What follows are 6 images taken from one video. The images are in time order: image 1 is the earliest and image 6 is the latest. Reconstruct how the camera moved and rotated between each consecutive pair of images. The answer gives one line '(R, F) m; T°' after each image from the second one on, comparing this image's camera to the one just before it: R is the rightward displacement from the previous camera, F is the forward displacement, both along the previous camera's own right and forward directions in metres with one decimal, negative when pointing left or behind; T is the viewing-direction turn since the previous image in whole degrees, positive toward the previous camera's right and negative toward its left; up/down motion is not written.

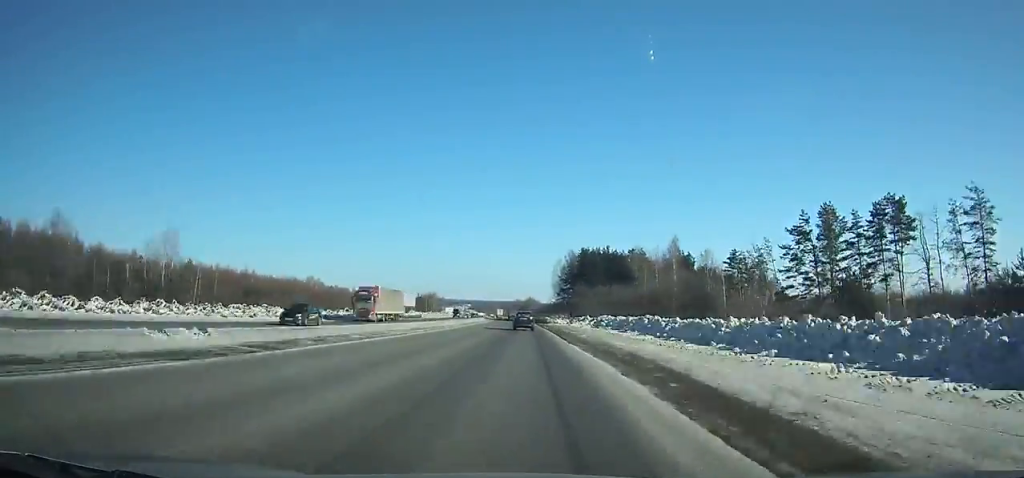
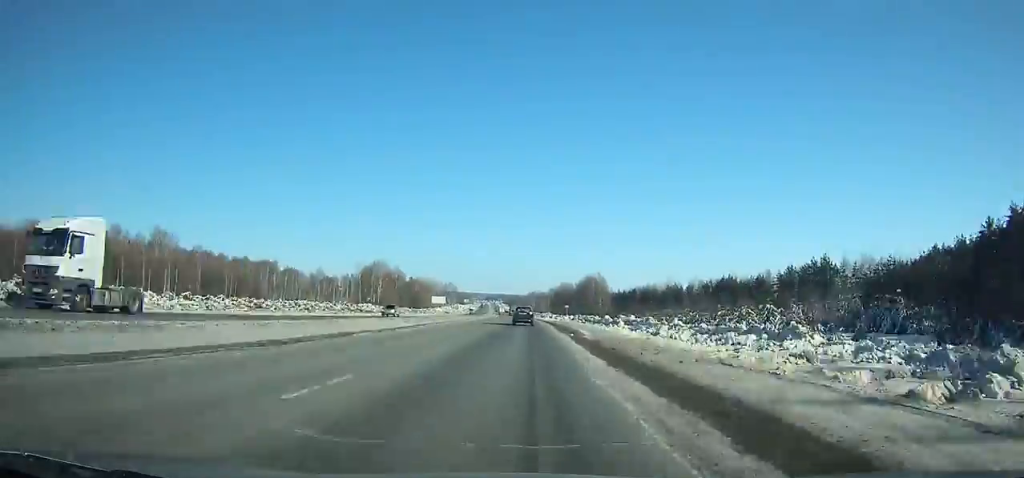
(-6.8, +216.3) m; -4°
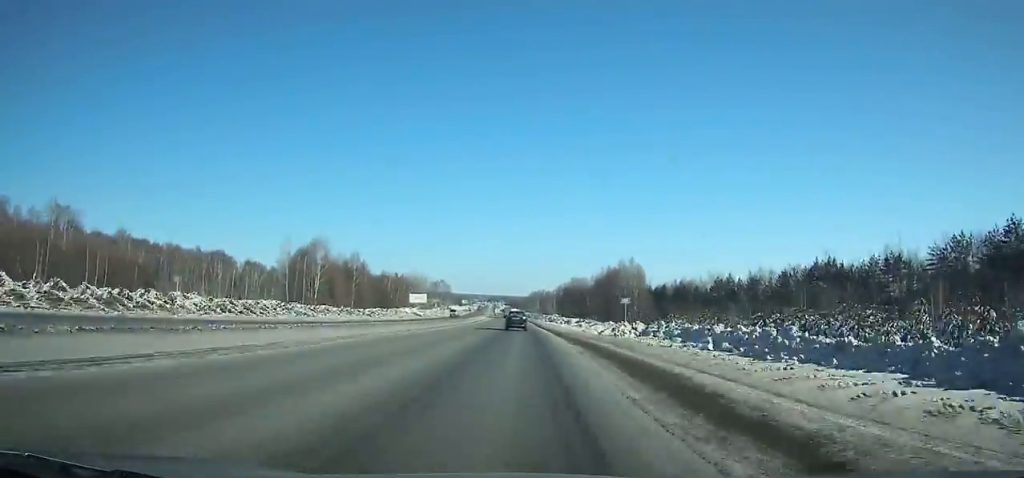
(-0.7, +55.5) m; -1°
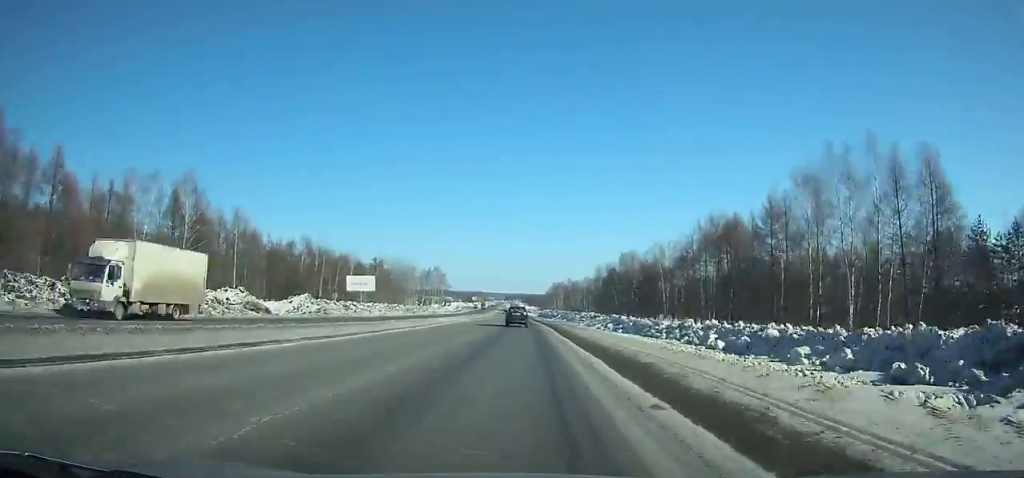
(-1.0, +89.2) m; -1°
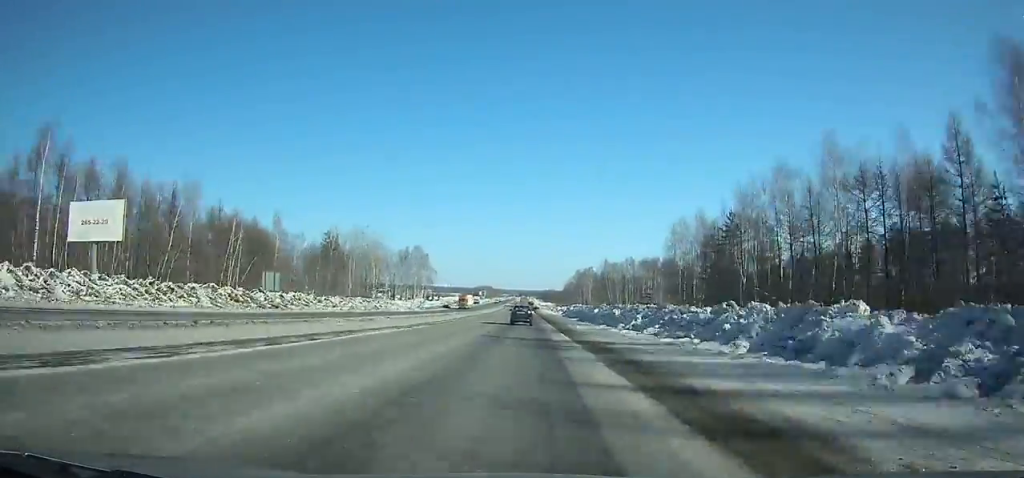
(-0.8, +81.9) m; -1°
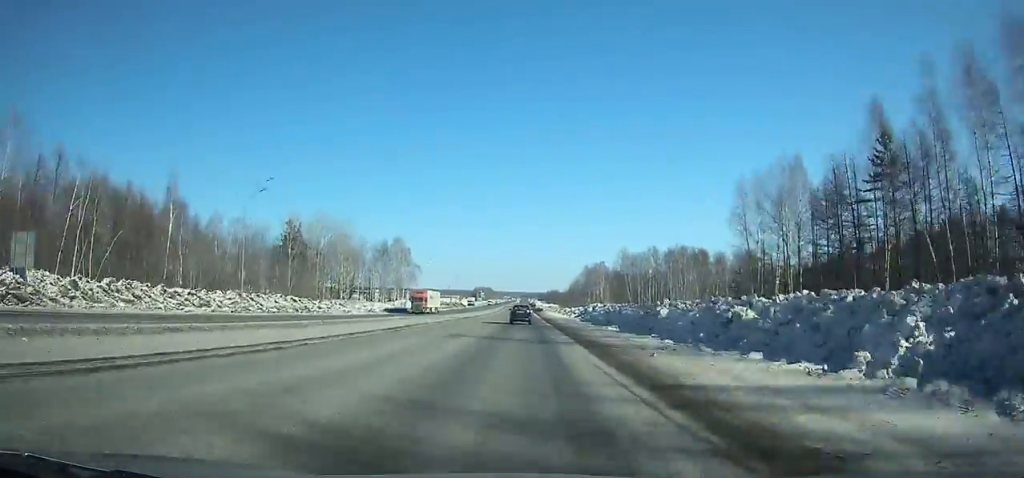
(0.0, +33.4) m; 0°
